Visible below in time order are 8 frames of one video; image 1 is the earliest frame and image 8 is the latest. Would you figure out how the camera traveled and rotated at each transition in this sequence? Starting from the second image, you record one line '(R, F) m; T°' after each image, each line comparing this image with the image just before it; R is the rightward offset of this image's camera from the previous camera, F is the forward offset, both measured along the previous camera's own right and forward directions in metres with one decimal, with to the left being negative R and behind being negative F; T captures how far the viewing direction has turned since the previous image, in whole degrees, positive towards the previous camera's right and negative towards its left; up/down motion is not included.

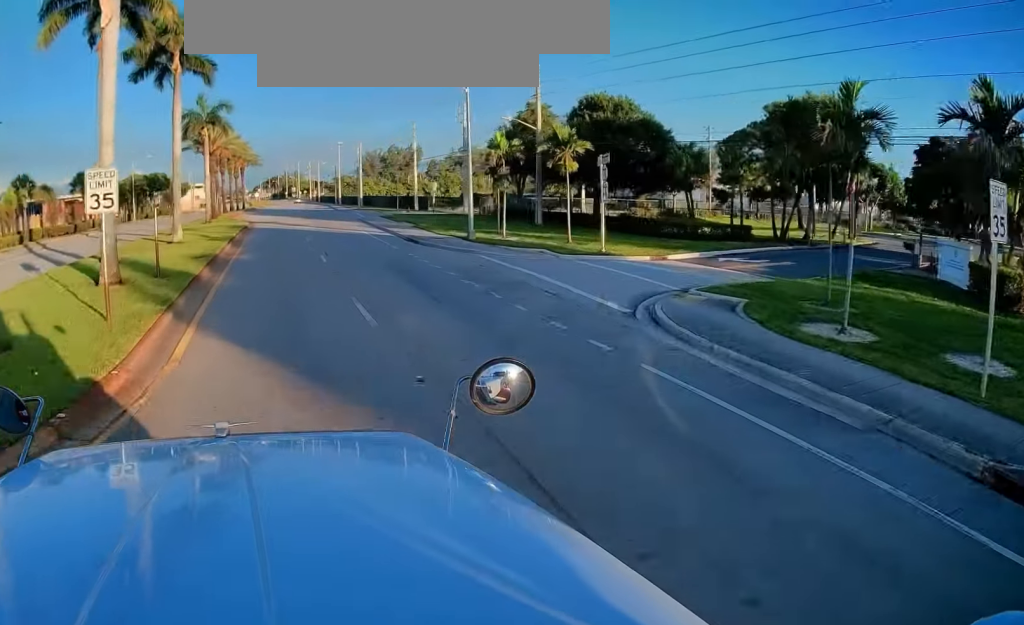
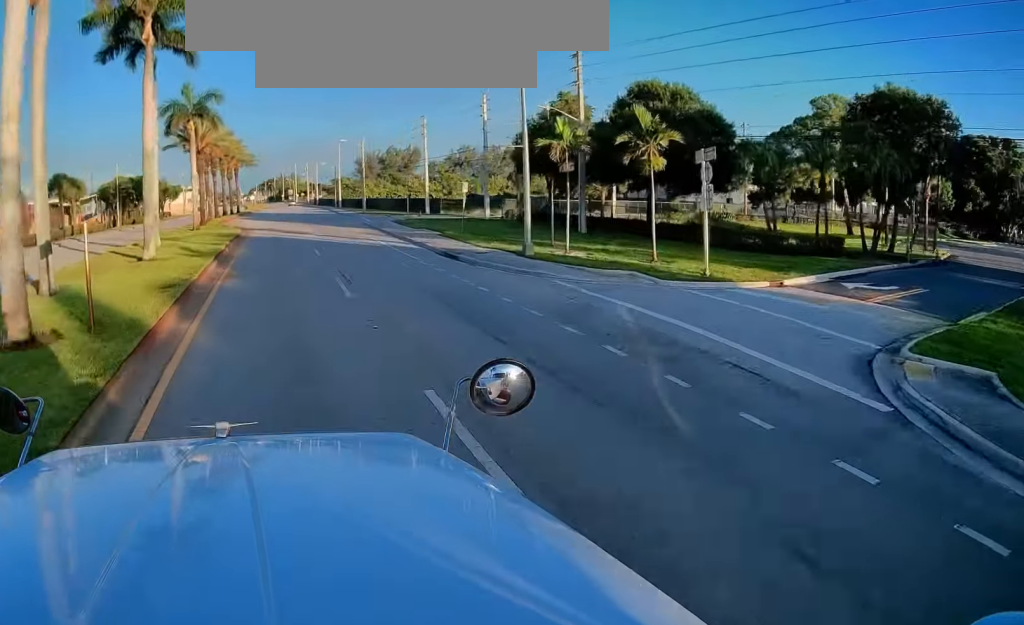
(+0.1, +7.3) m; +1°
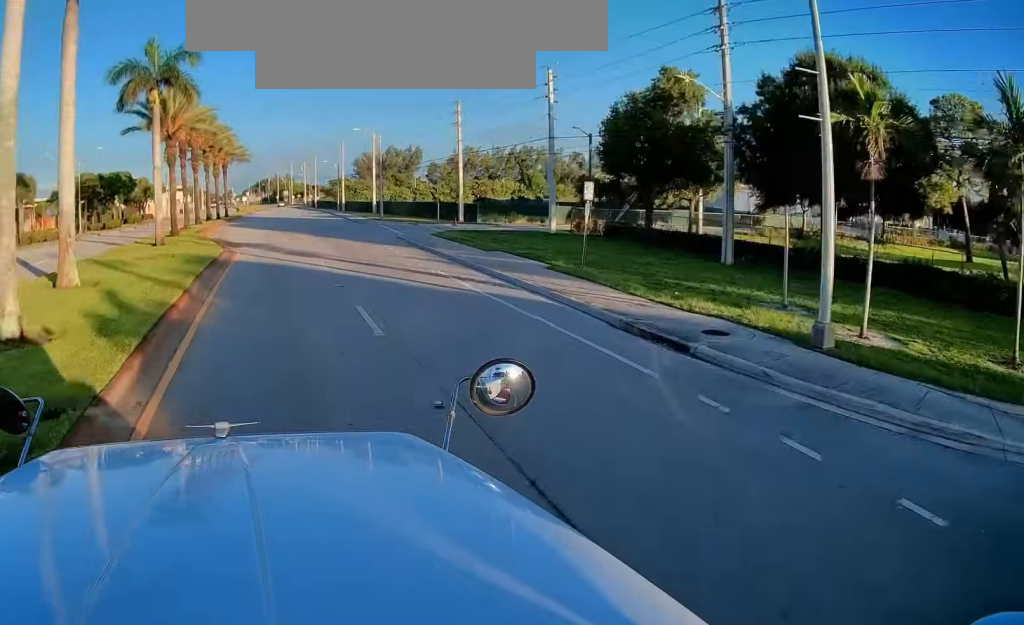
(0.0, +14.4) m; 0°
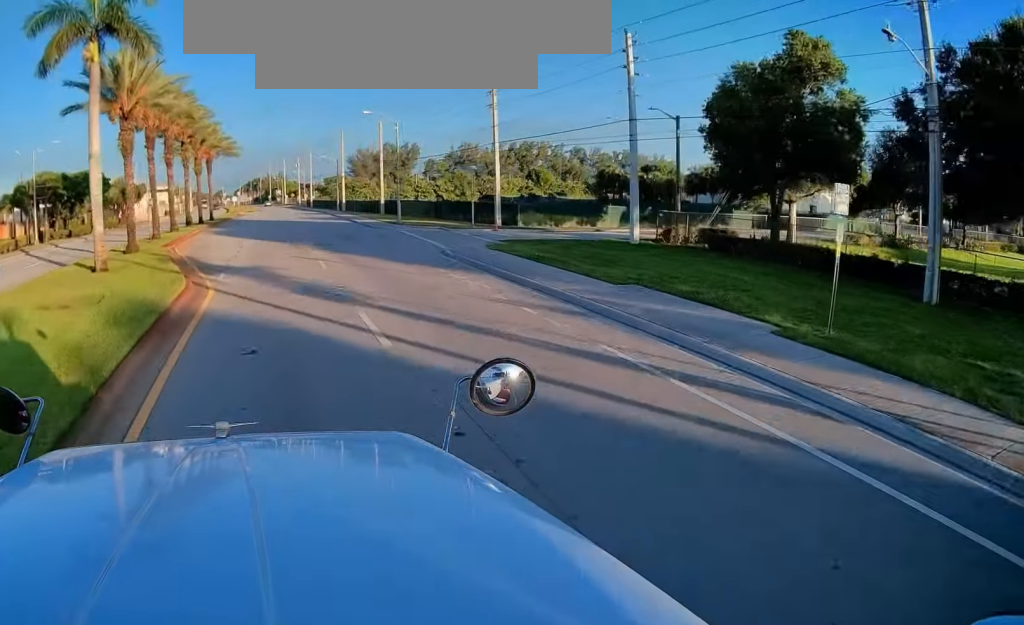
(-0.1, +11.3) m; +1°
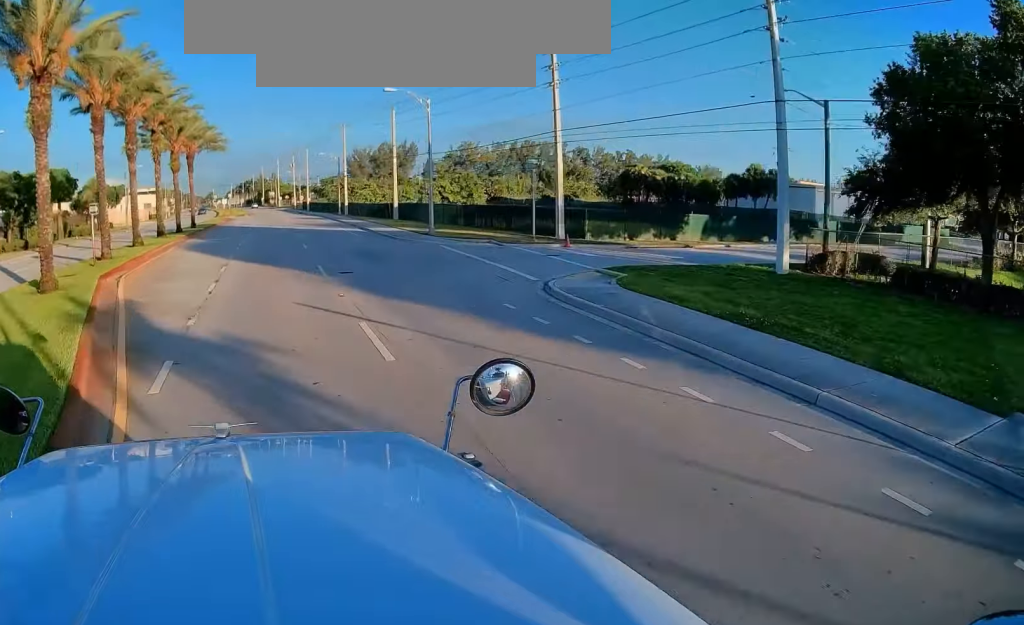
(+0.4, +11.4) m; +1°
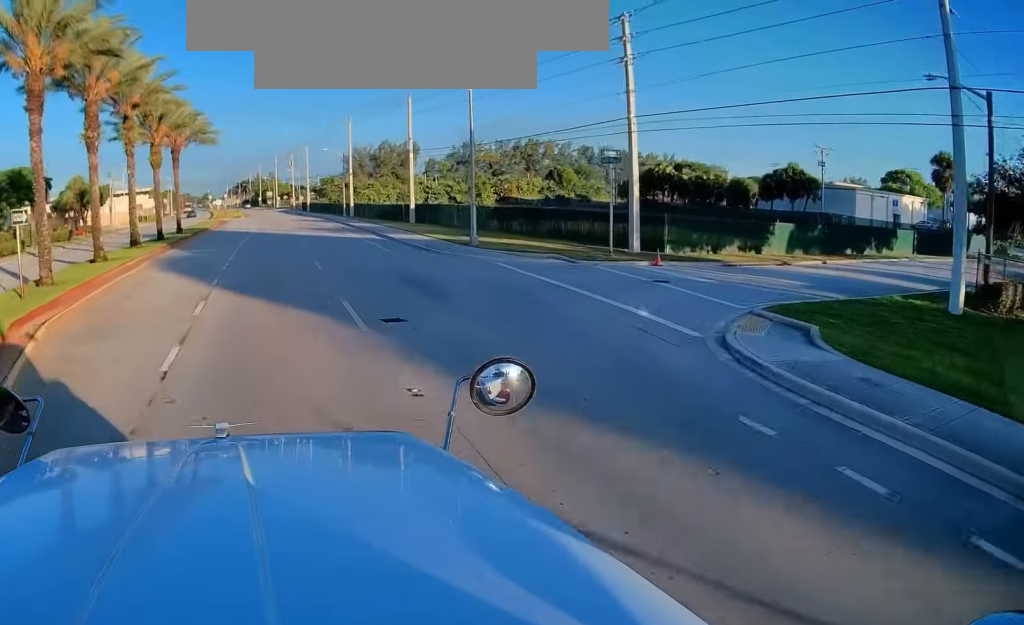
(-0.1, +8.2) m; 0°
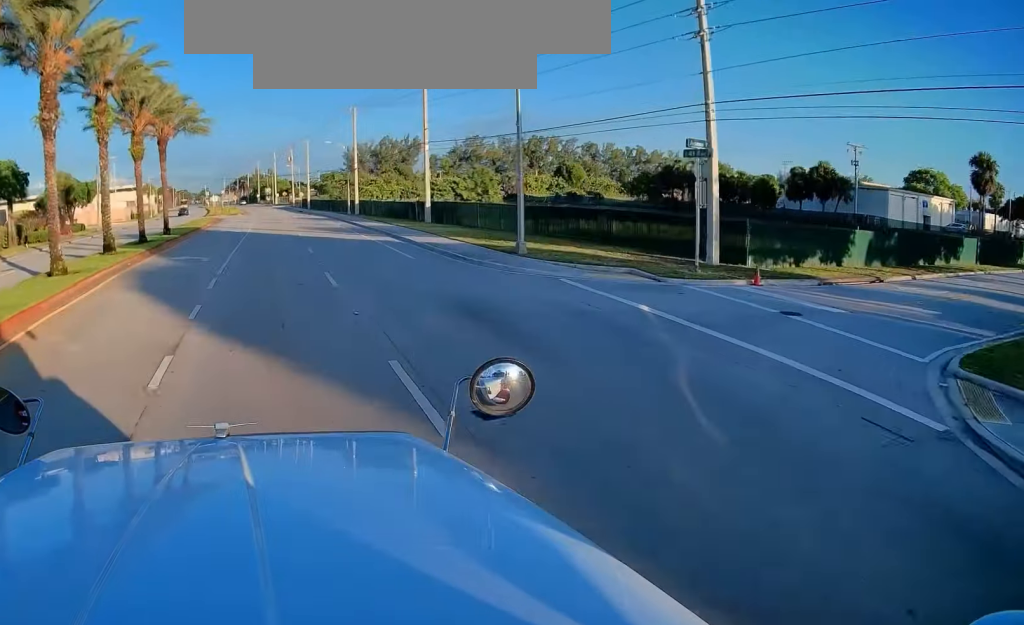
(0.0, +5.8) m; 0°
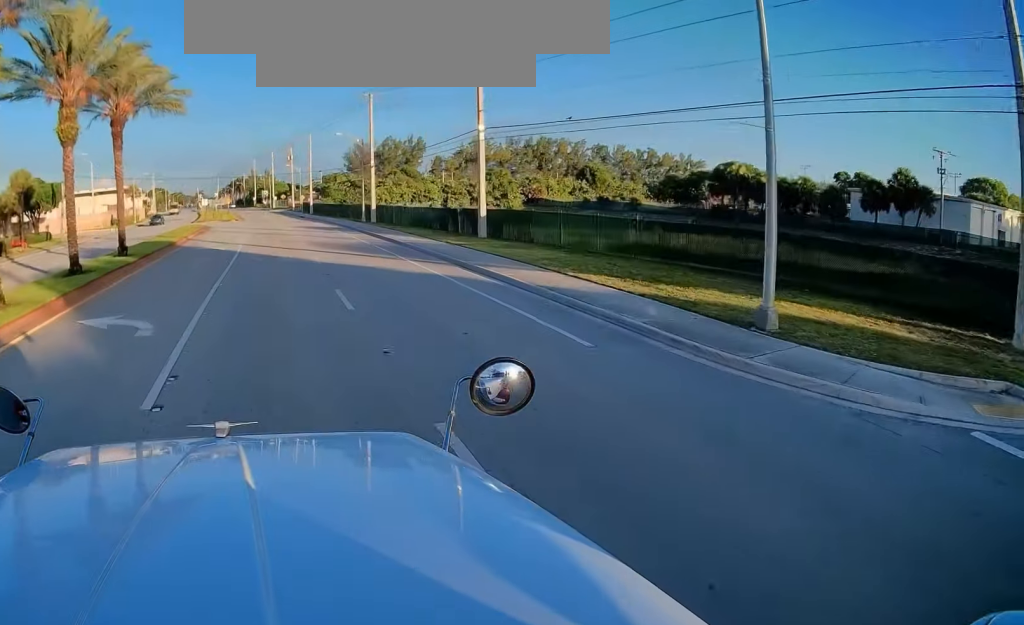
(0.0, +13.6) m; +1°
